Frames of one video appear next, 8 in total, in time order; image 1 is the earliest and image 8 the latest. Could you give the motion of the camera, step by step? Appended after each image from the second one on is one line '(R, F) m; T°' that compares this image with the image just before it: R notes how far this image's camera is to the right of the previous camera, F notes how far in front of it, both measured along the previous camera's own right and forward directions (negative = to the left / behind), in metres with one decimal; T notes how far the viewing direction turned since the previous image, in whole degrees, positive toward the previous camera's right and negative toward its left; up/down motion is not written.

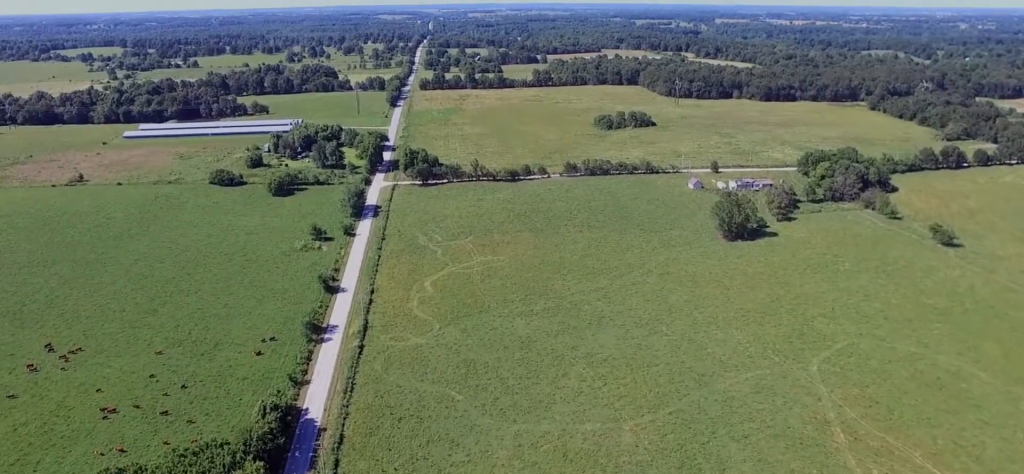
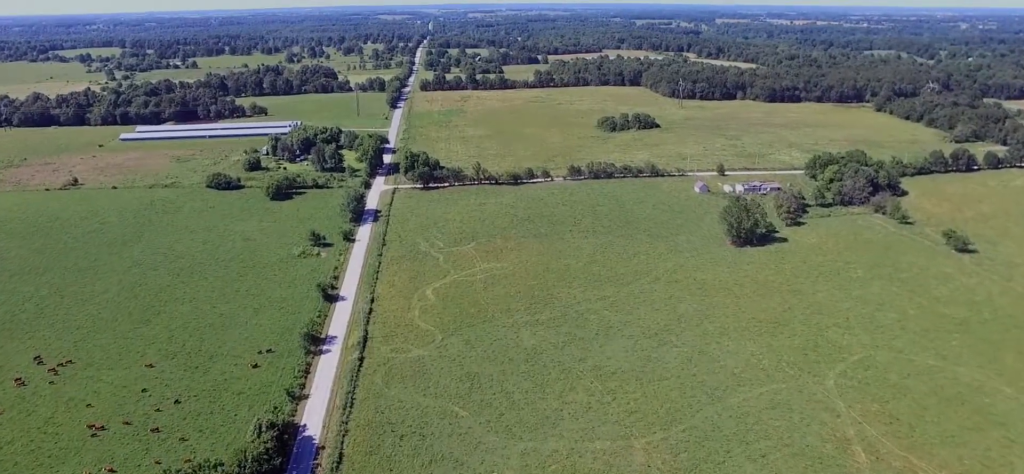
(0.0, +8.7) m; 0°
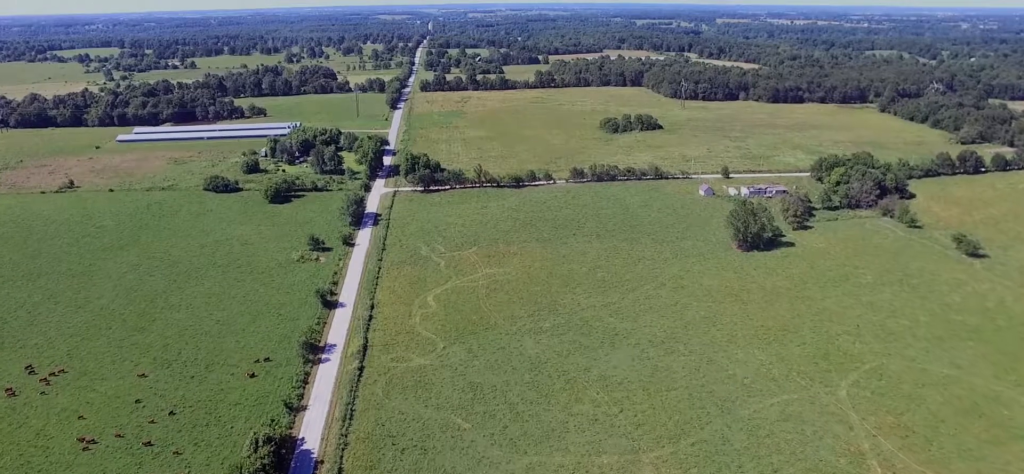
(0.0, +6.3) m; 0°
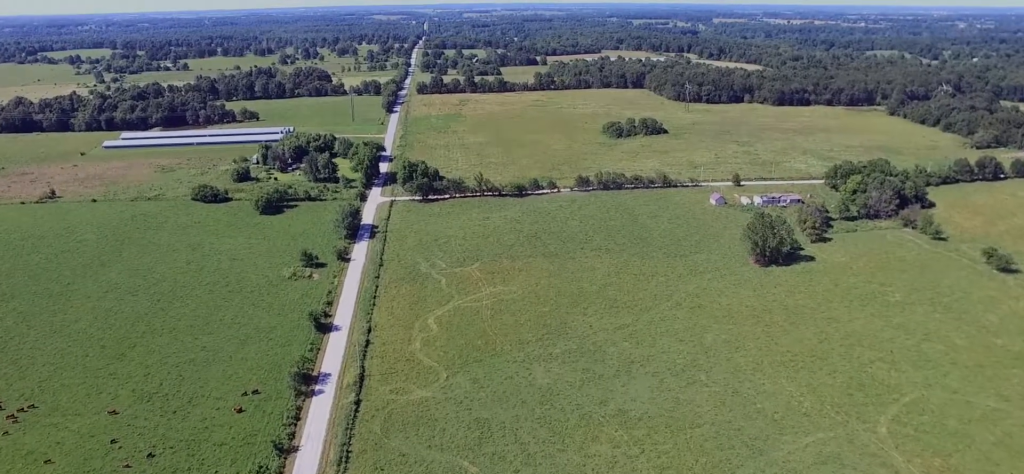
(0.0, +19.0) m; 0°
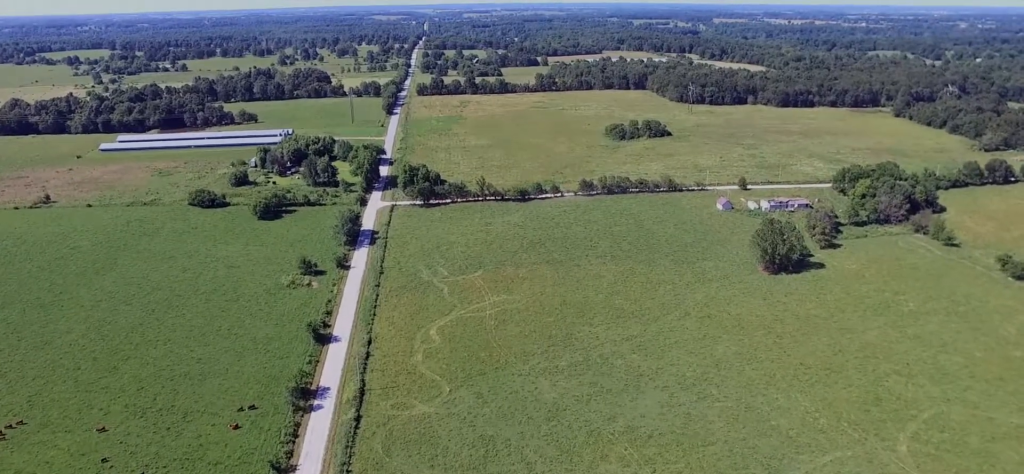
(0.0, +7.5) m; +1°
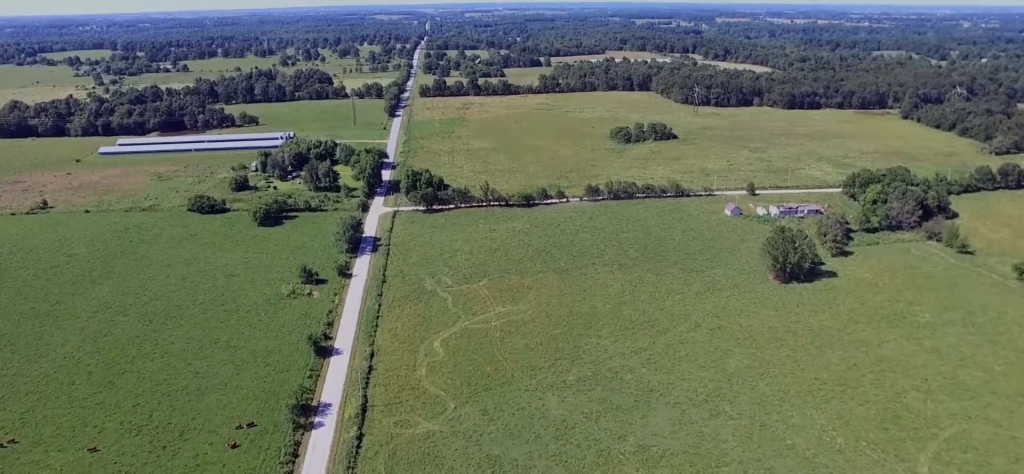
(0.0, +7.2) m; +1°
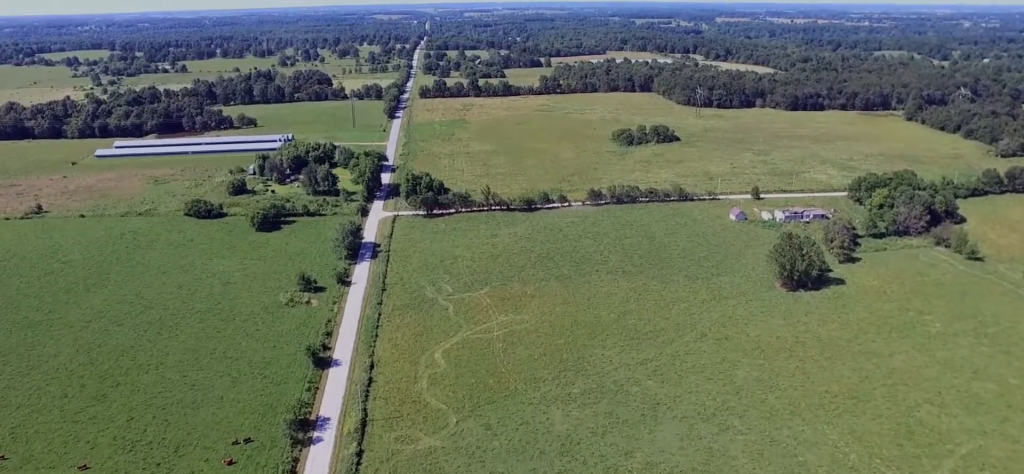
(+0.1, +6.1) m; 0°
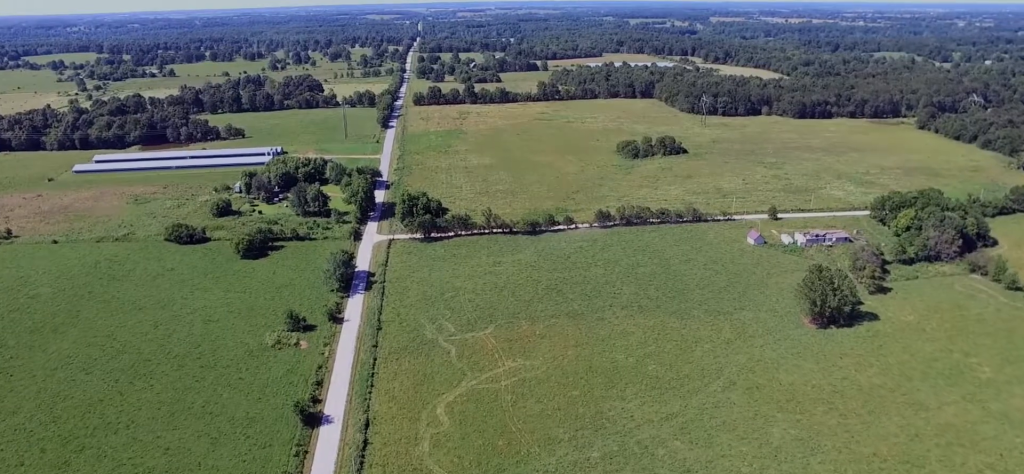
(+0.2, +27.9) m; 0°
